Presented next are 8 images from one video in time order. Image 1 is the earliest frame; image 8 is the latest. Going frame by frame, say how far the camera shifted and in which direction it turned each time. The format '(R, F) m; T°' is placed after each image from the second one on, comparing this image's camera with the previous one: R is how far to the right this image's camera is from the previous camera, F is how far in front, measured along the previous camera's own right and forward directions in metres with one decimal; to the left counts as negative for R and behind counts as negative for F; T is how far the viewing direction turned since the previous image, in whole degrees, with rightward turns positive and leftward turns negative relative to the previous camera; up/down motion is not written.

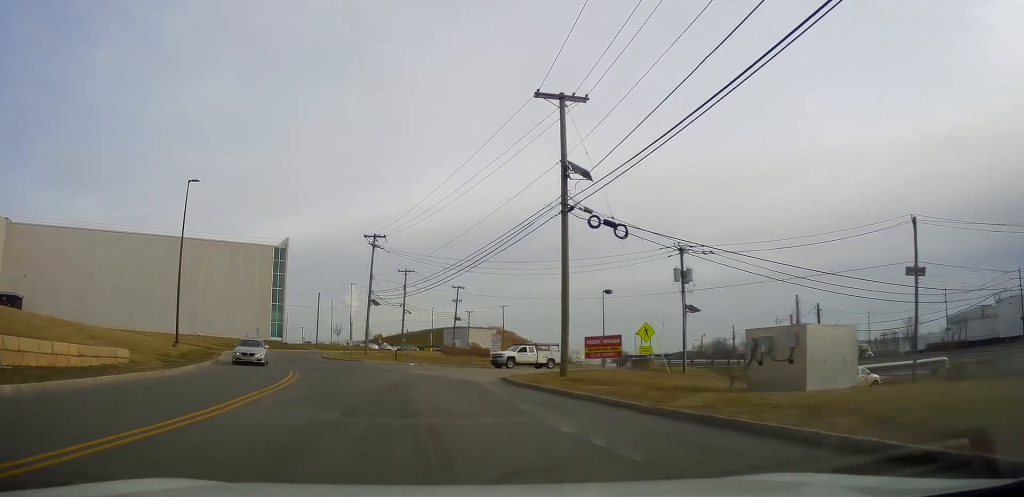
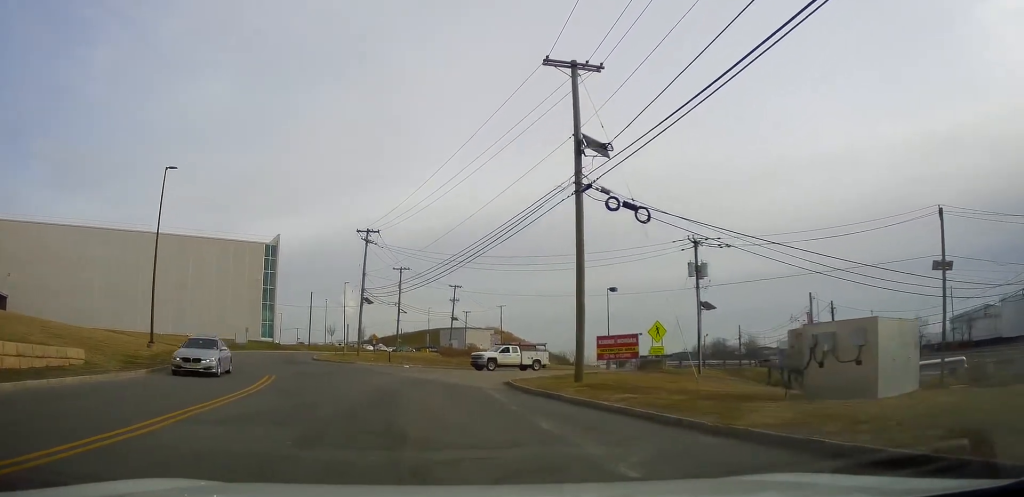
(+0.2, +3.5) m; +3°
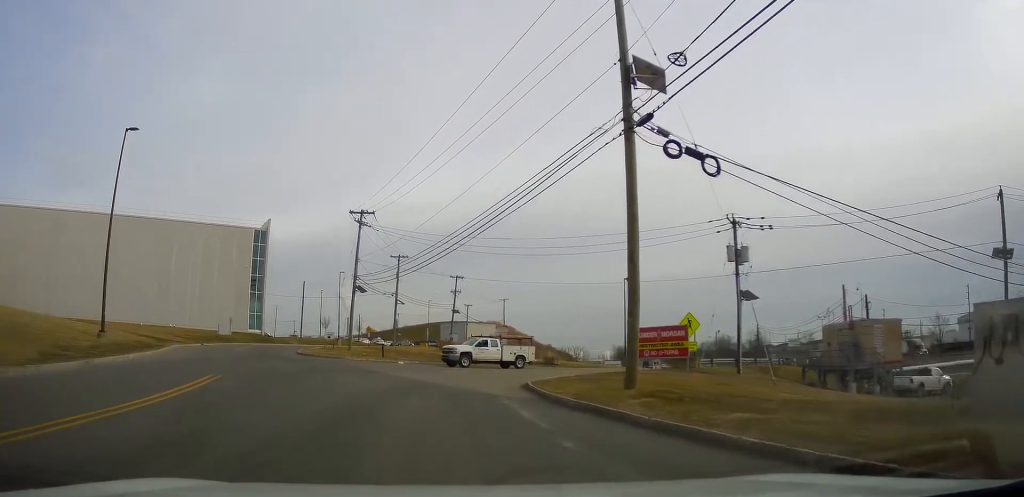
(+0.3, +5.8) m; -2°
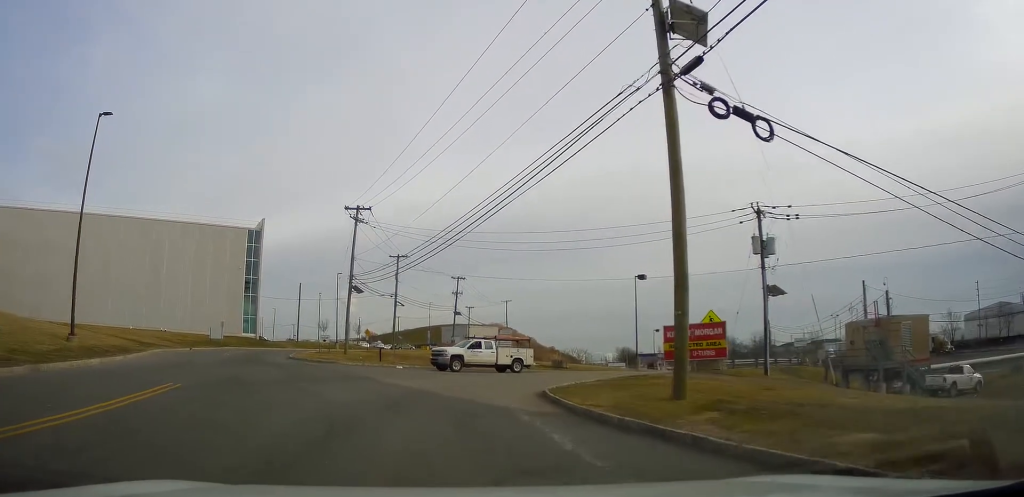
(+0.1, +3.1) m; -4°
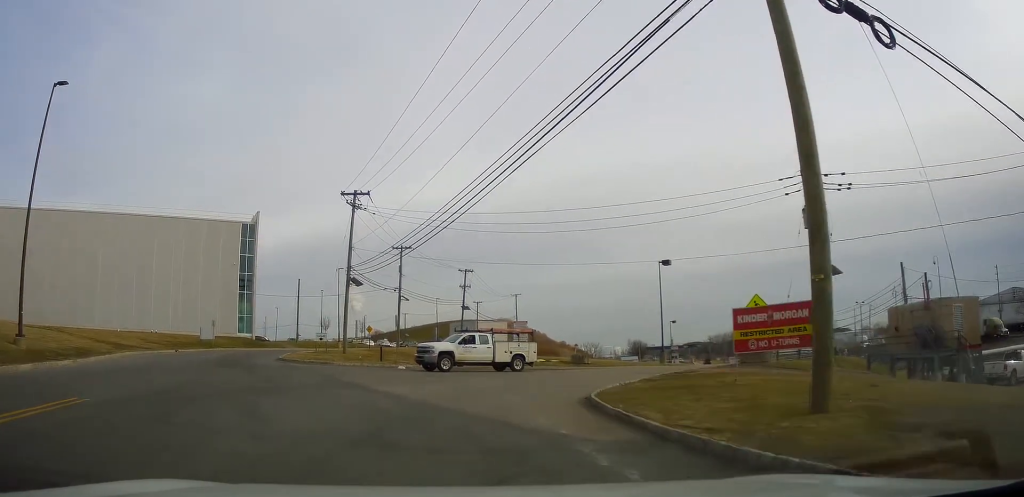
(-0.7, +5.1) m; -1°
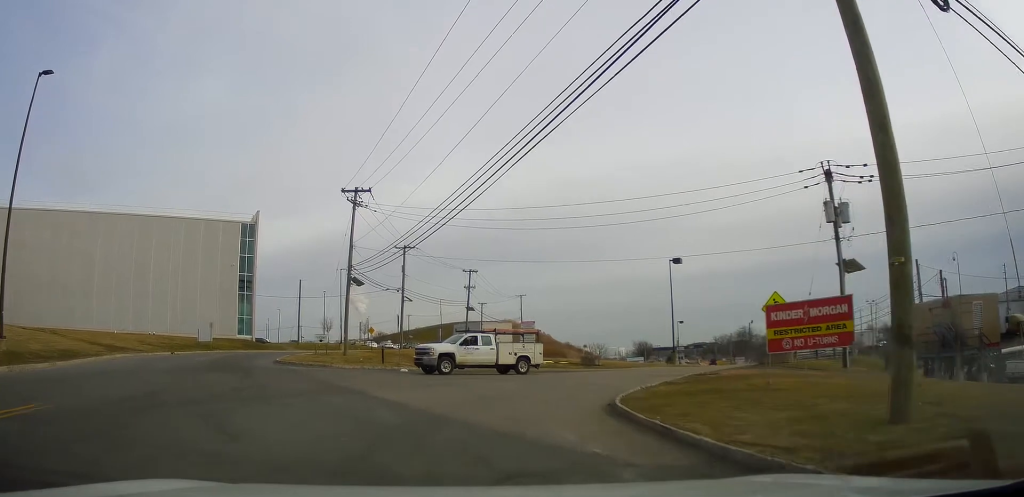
(+0.2, +1.6) m; +5°
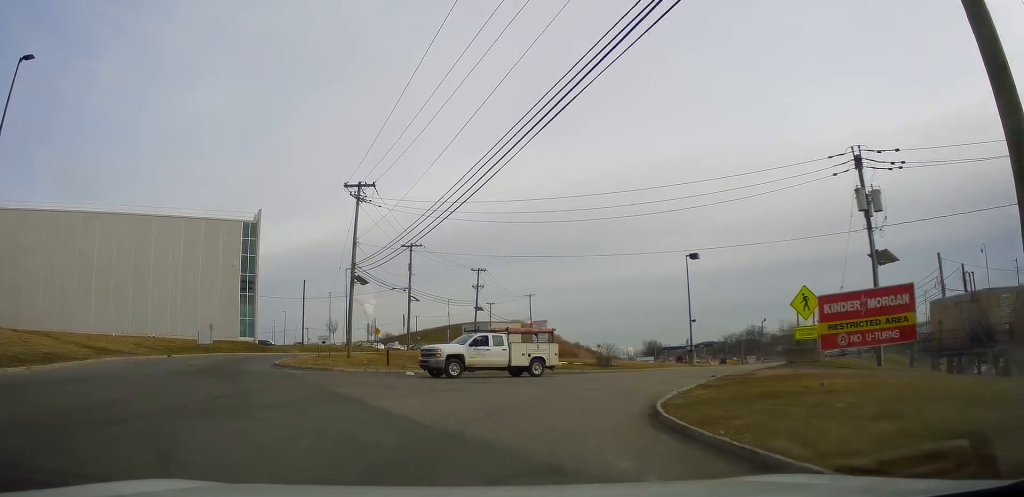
(+0.2, +2.2) m; +2°
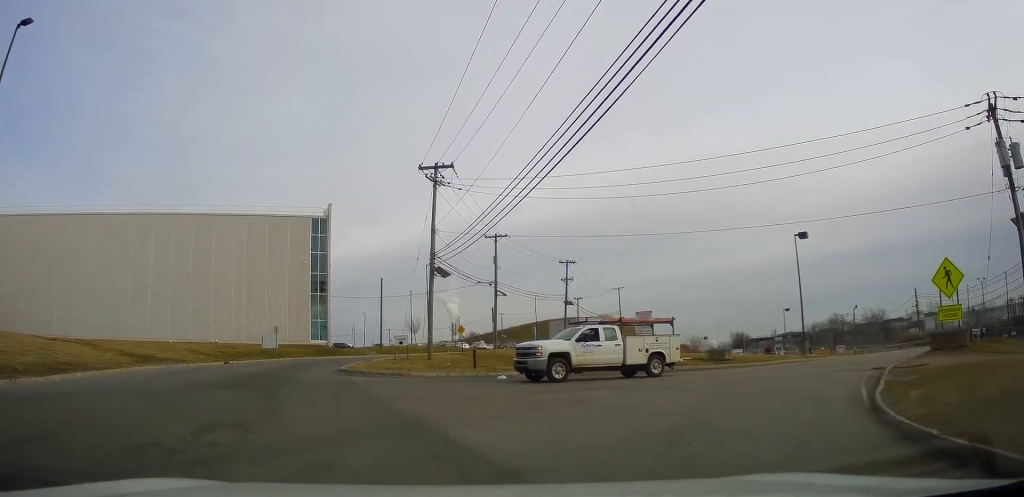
(-0.8, +4.9) m; -24°
